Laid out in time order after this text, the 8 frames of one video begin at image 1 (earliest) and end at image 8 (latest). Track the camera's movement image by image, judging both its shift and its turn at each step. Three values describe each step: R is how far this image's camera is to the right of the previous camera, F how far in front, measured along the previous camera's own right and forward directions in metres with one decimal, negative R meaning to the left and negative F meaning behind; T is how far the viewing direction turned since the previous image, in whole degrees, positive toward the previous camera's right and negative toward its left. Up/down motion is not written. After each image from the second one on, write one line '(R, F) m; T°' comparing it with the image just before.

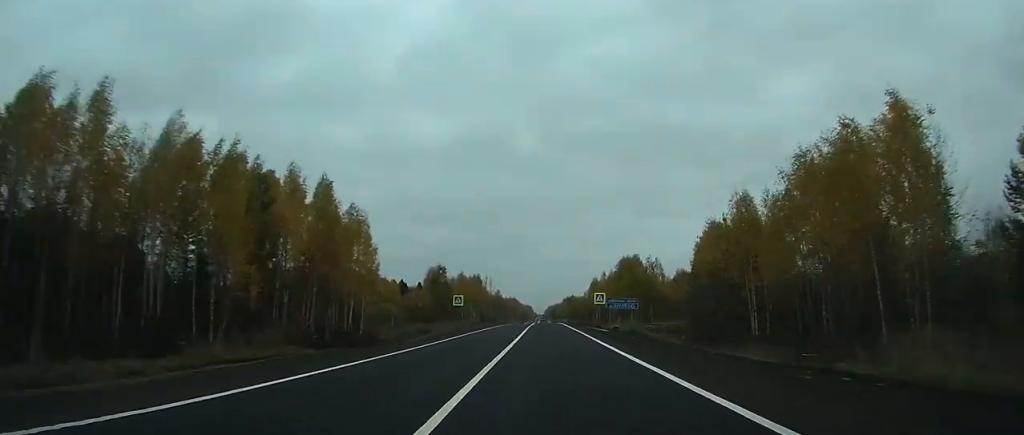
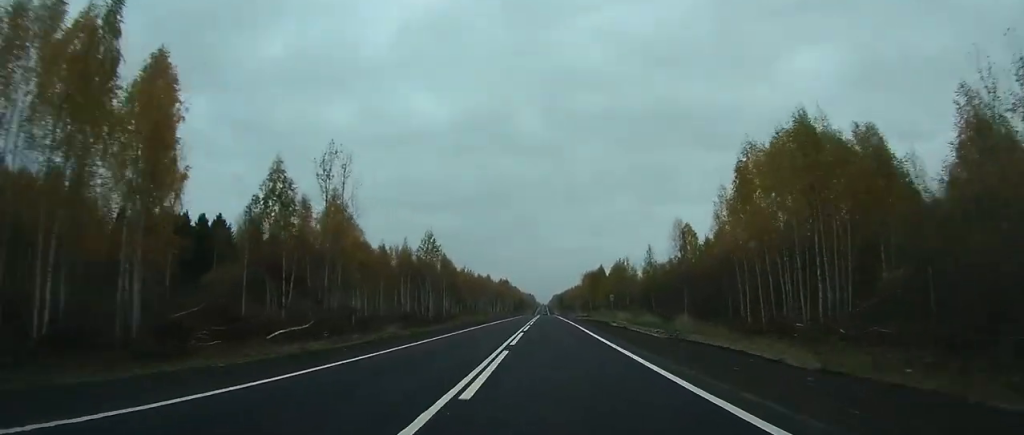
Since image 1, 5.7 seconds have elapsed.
(-0.7, +157.3) m; 0°
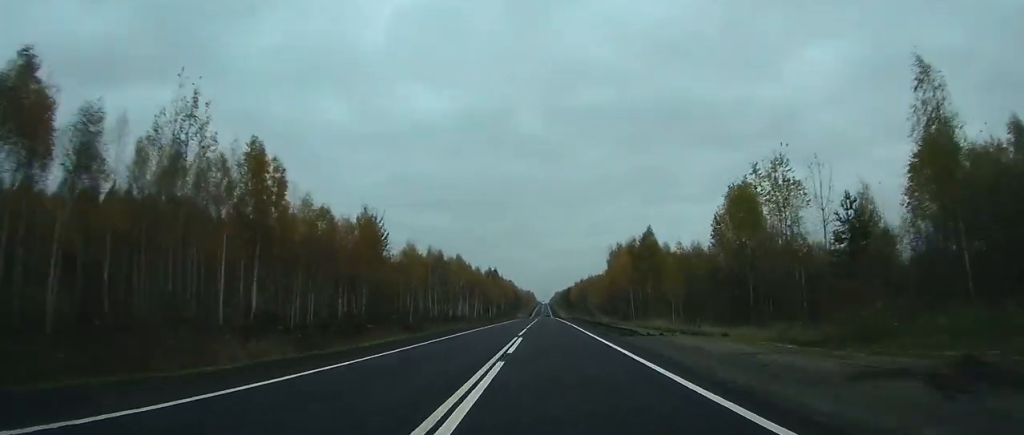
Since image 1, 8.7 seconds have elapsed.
(+0.3, +90.4) m; 0°
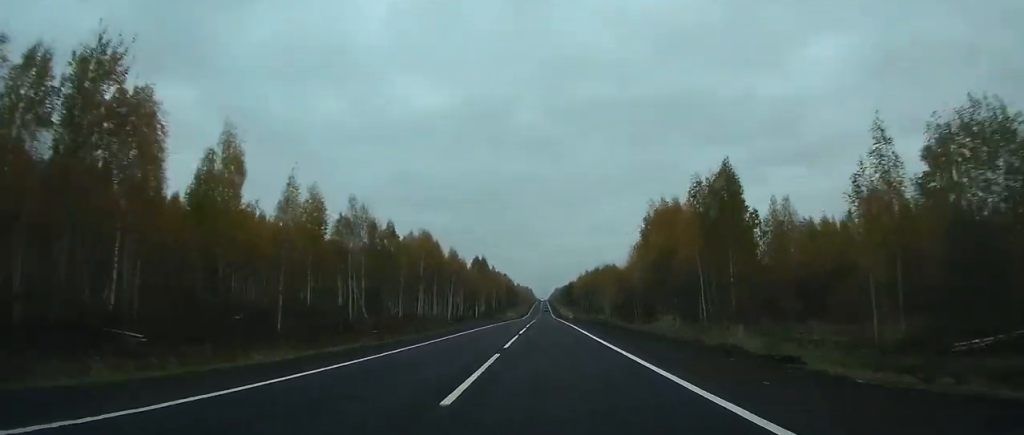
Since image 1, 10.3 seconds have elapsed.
(+0.1, +47.6) m; 0°
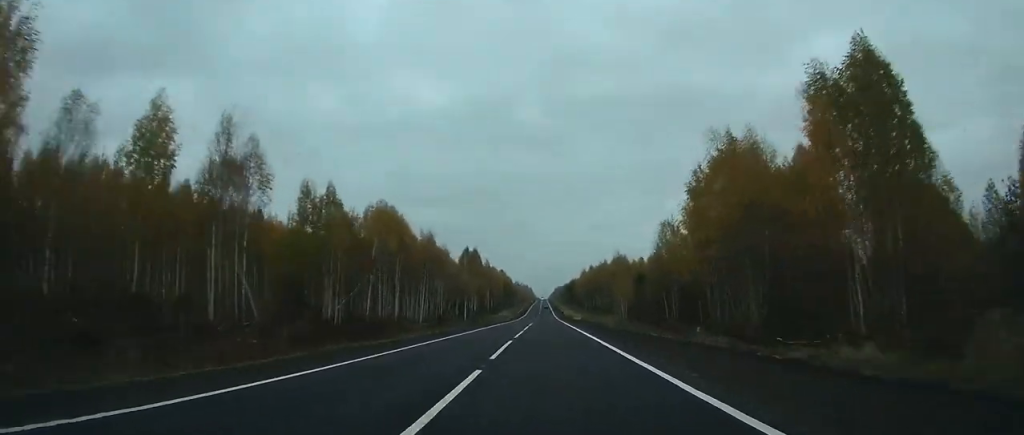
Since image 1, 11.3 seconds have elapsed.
(-0.1, +29.0) m; 0°
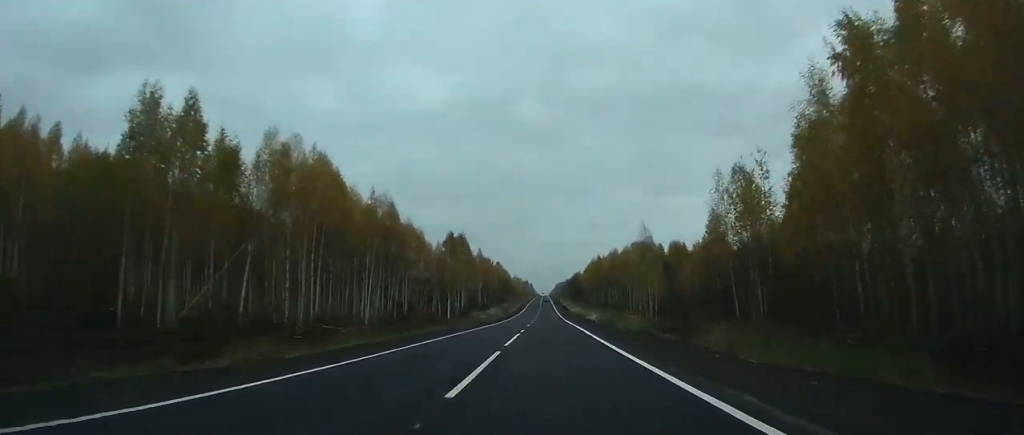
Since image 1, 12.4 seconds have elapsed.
(-0.1, +30.6) m; 0°
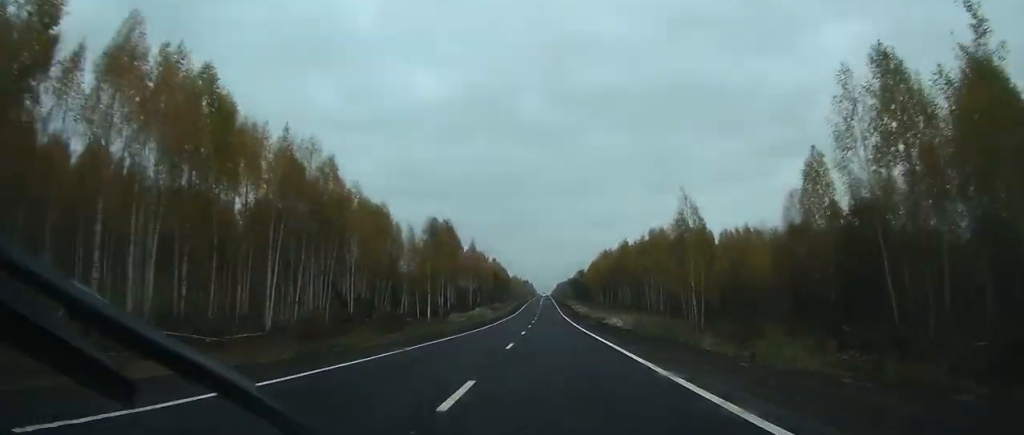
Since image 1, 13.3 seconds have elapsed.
(+0.1, +24.3) m; 0°
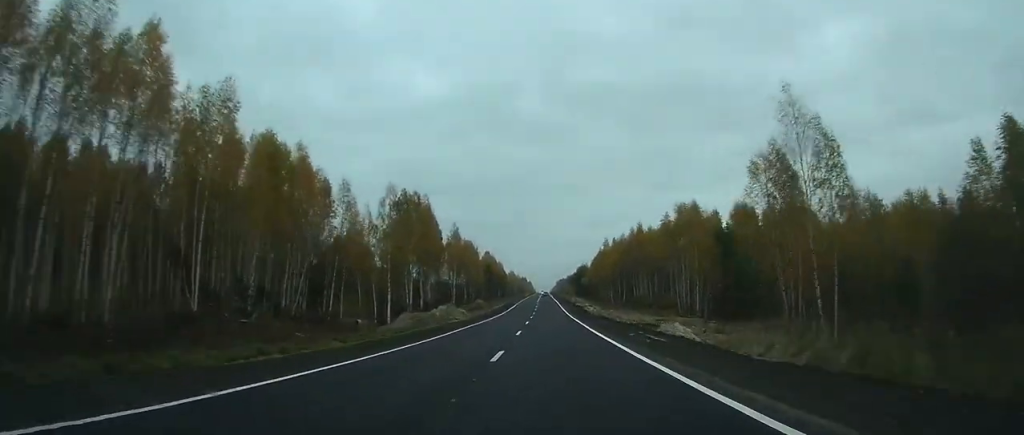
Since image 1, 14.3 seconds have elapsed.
(0.0, +28.1) m; 0°
